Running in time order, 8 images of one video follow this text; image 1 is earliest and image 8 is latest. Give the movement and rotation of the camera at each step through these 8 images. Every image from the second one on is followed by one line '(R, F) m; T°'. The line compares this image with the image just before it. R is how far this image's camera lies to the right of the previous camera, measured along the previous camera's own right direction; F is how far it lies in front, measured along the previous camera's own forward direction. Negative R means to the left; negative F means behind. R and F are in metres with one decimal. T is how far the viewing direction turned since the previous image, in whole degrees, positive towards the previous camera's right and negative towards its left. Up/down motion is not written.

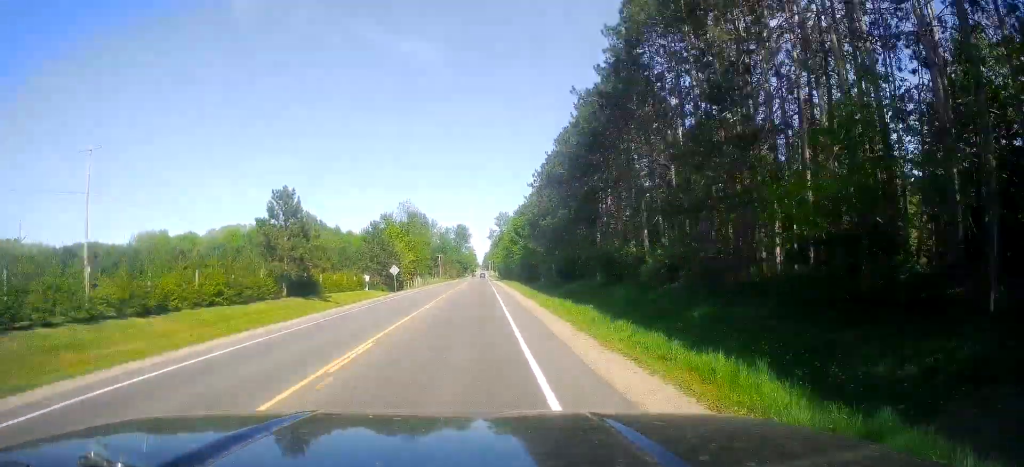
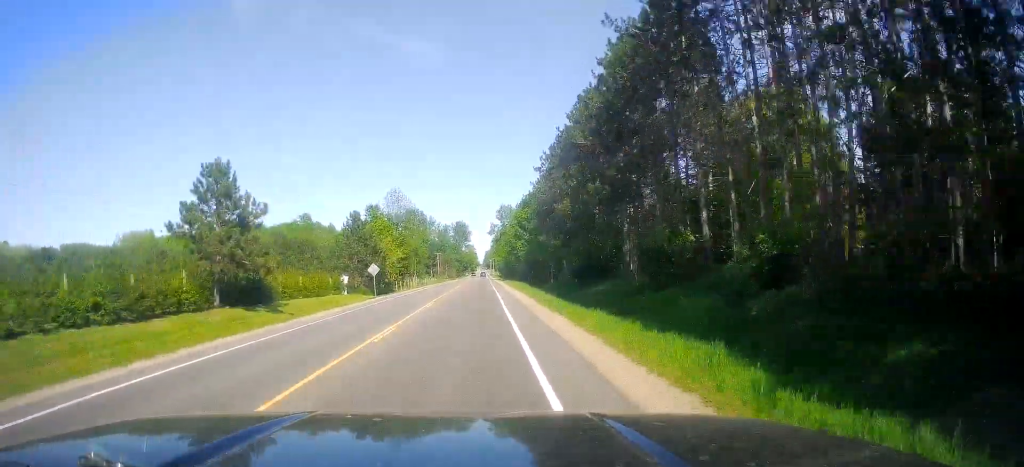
(0.0, +11.4) m; -1°
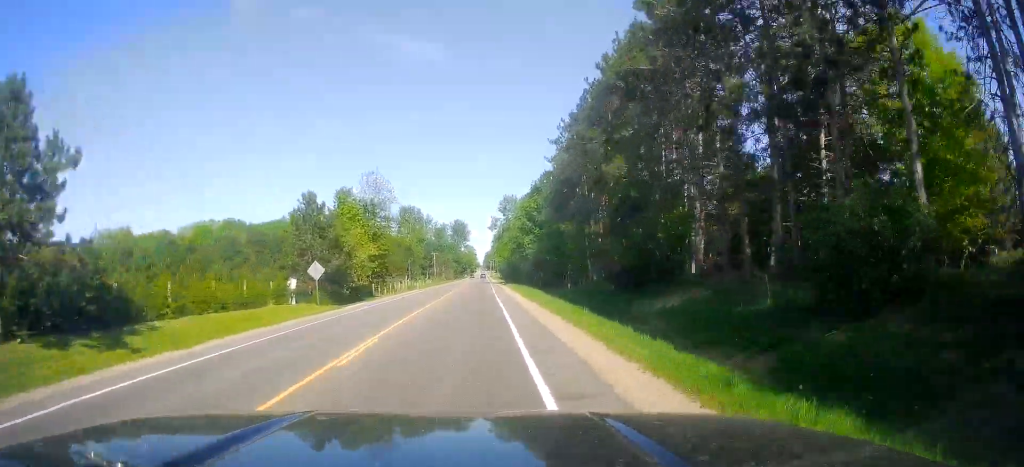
(+0.1, +16.7) m; -1°
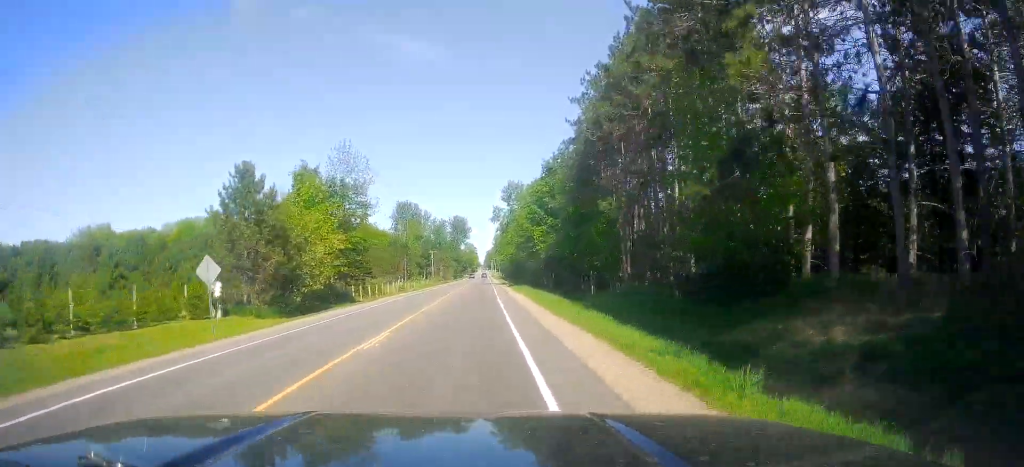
(-0.3, +13.1) m; 0°
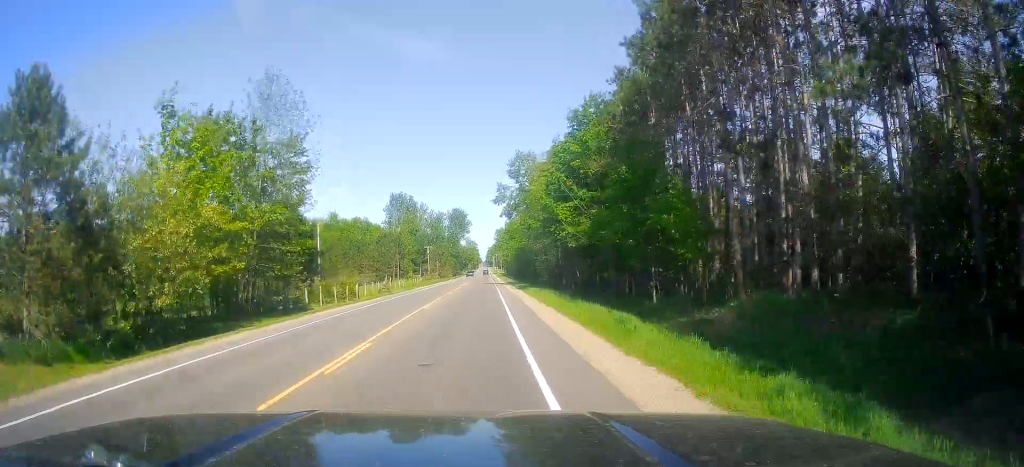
(-0.1, +18.4) m; 0°
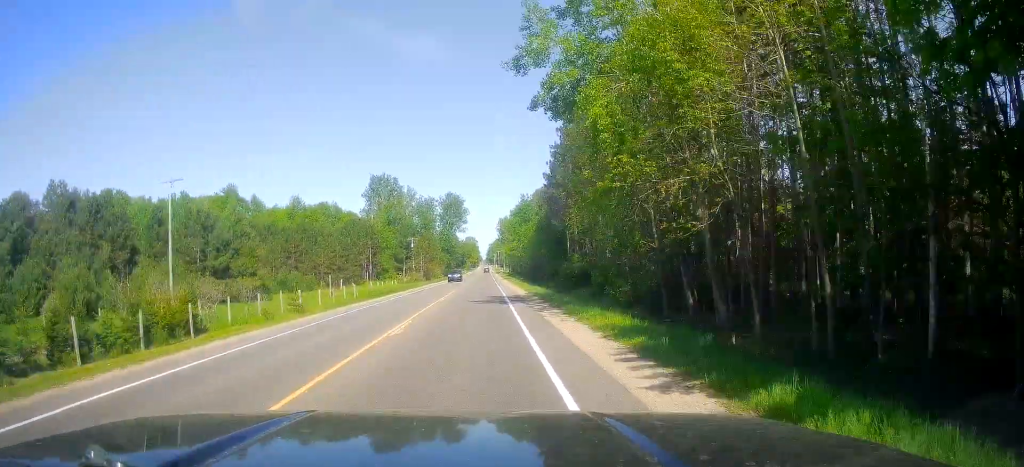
(+0.6, +40.9) m; +1°
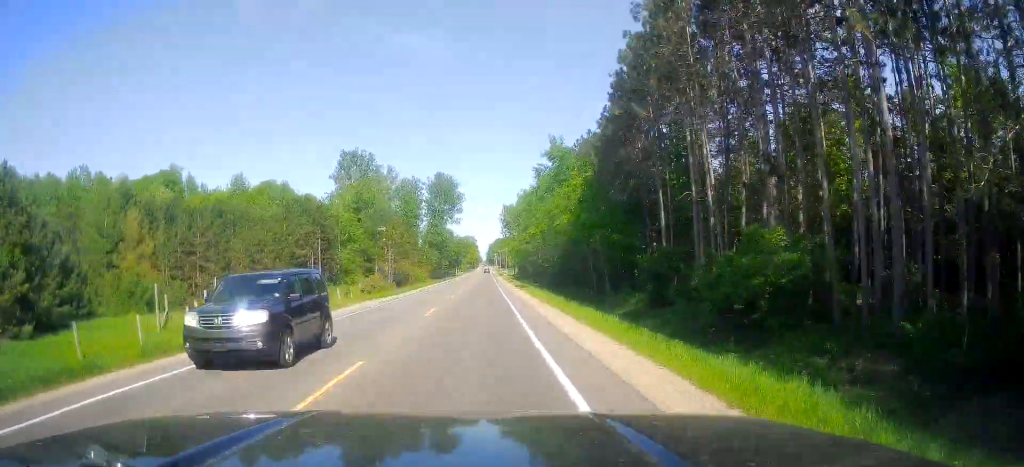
(0.0, +39.3) m; 0°
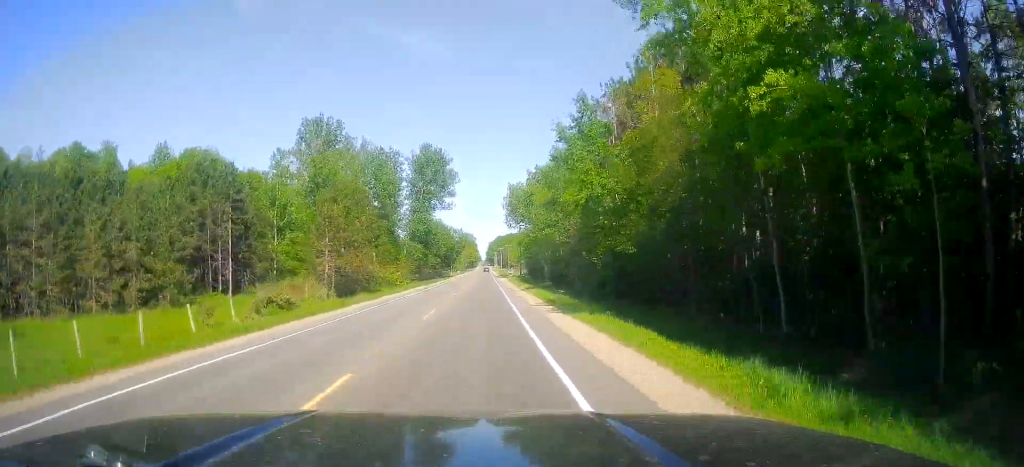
(0.0, +32.2) m; -1°
